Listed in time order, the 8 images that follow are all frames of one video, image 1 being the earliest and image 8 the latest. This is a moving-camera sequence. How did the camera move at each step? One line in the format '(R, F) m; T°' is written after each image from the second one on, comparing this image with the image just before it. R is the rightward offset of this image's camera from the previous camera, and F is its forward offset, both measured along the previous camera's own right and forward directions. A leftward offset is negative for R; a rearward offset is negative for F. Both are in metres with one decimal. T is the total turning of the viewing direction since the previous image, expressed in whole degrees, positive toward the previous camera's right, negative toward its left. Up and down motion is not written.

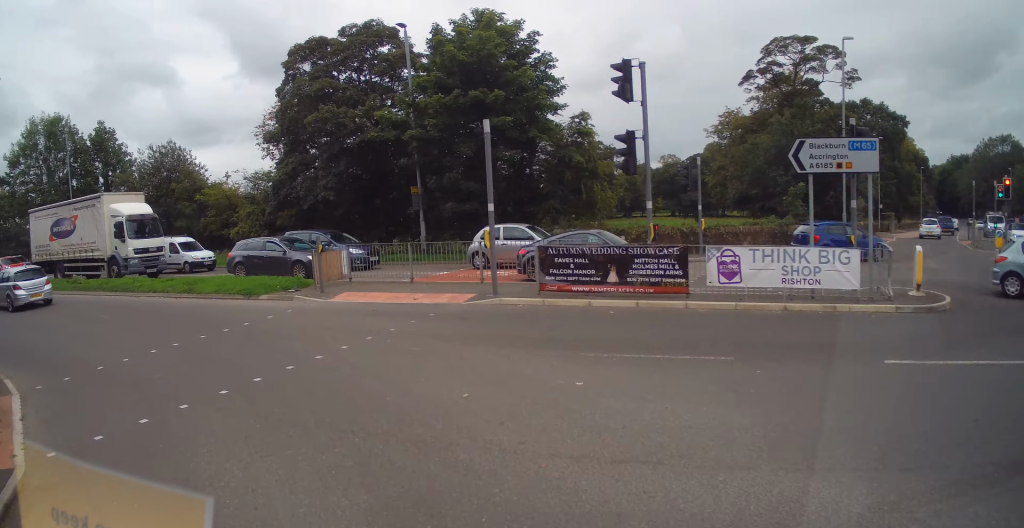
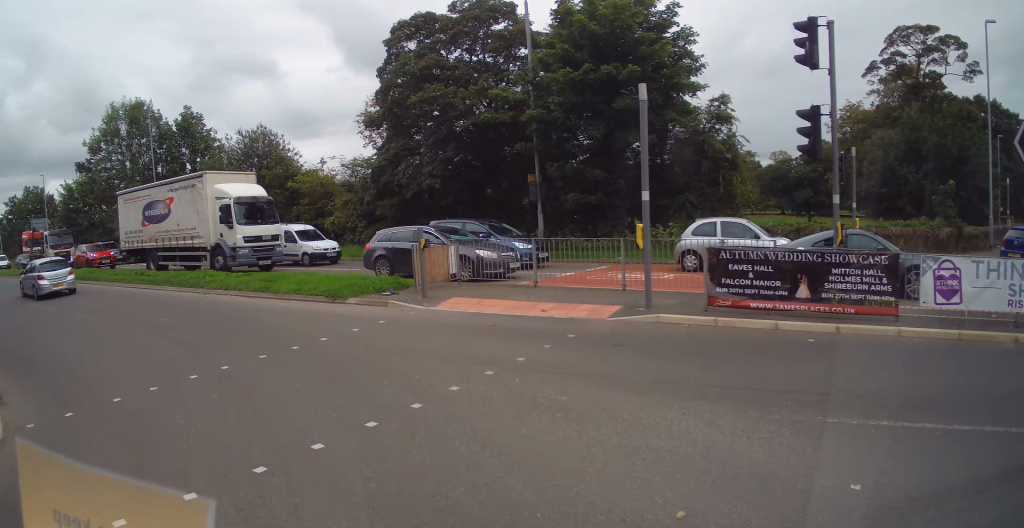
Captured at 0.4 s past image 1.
(+0.1, +3.1) m; -9°
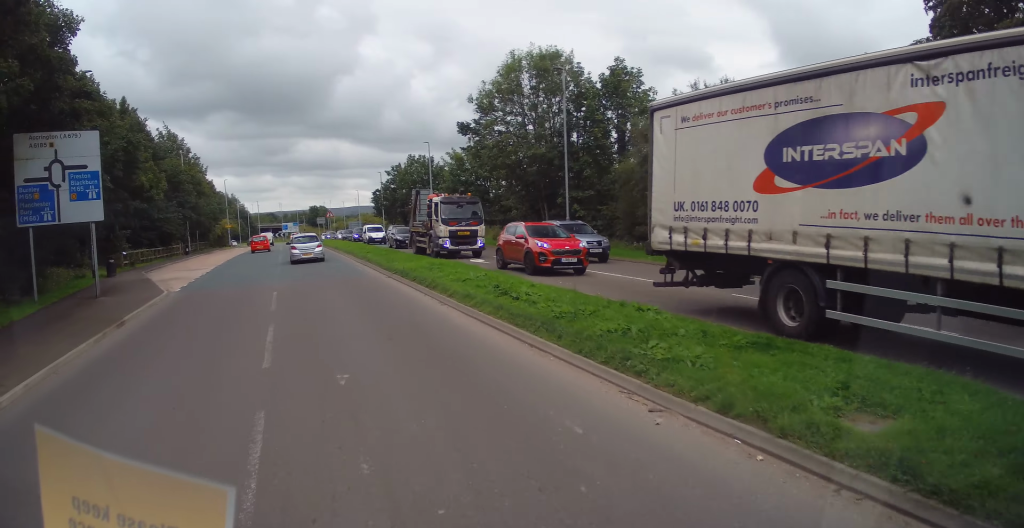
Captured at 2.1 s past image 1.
(-3.7, +11.3) m; -28°
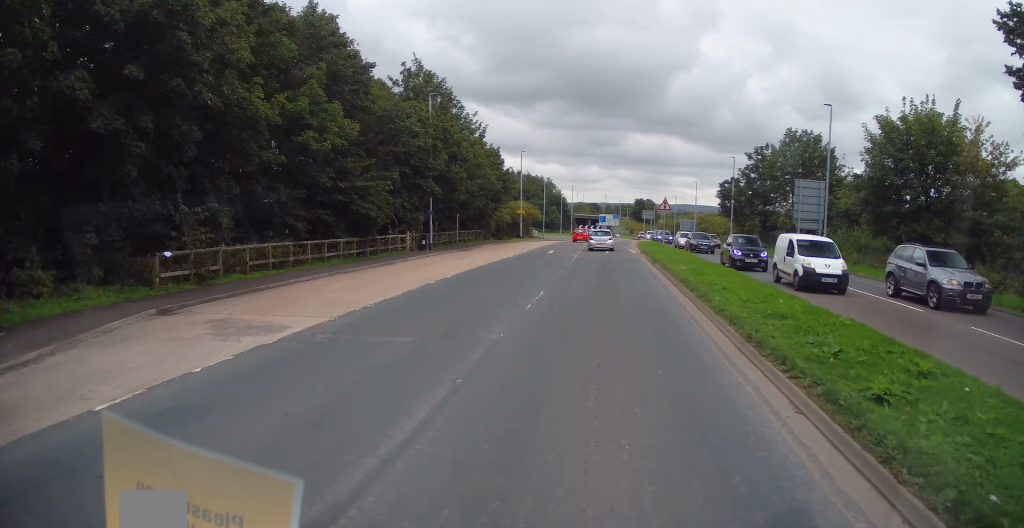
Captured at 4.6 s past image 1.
(-5.3, +25.5) m; -16°
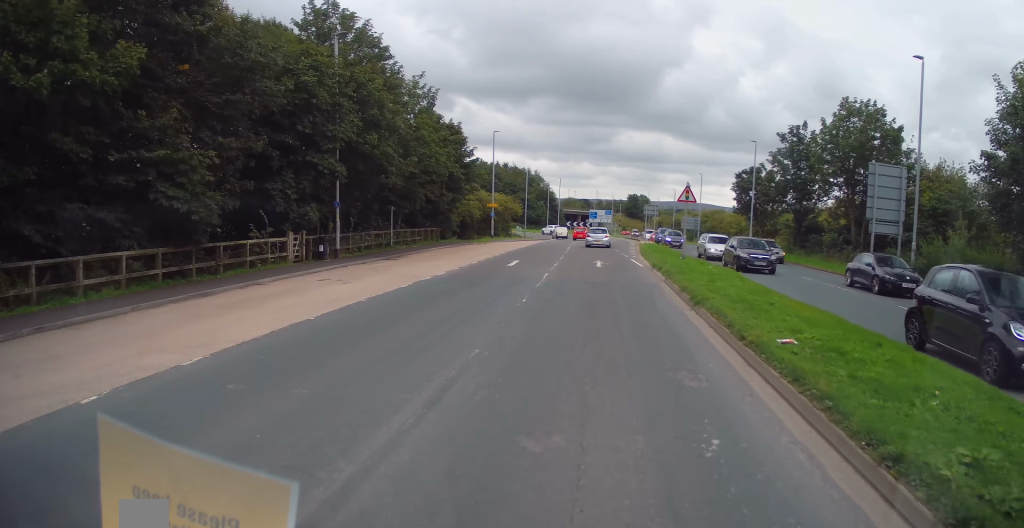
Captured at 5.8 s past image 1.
(0.0, +13.9) m; 0°
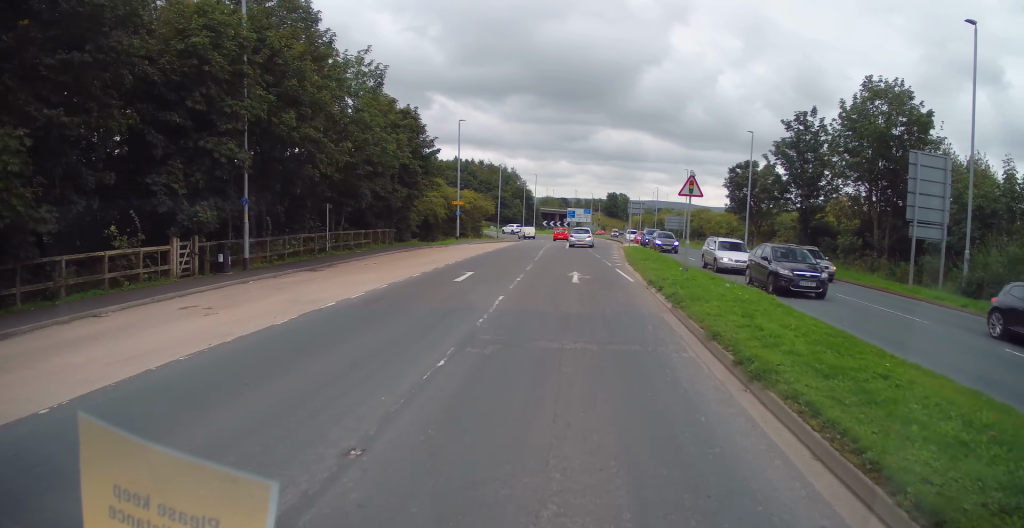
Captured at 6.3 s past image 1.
(0.0, +6.2) m; 0°
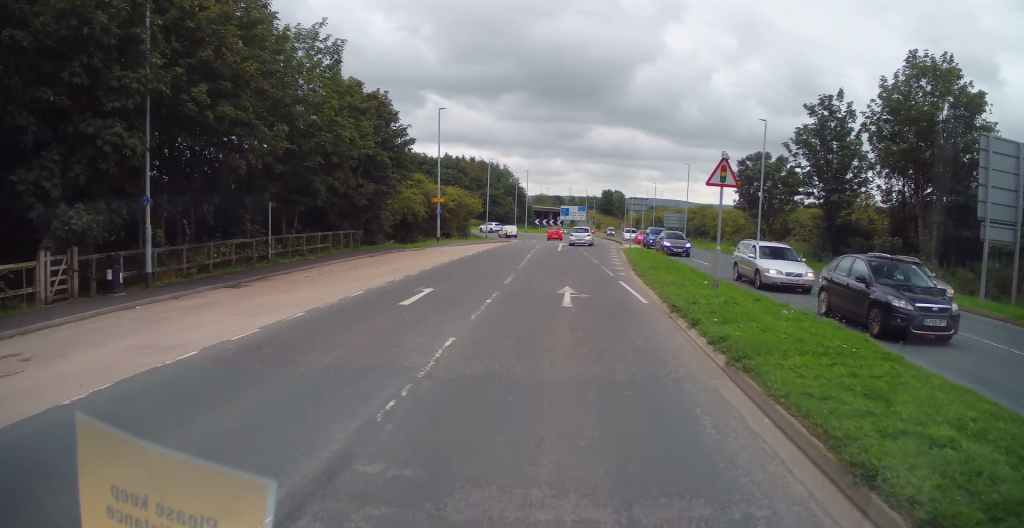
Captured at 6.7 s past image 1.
(0.0, +5.5) m; 0°
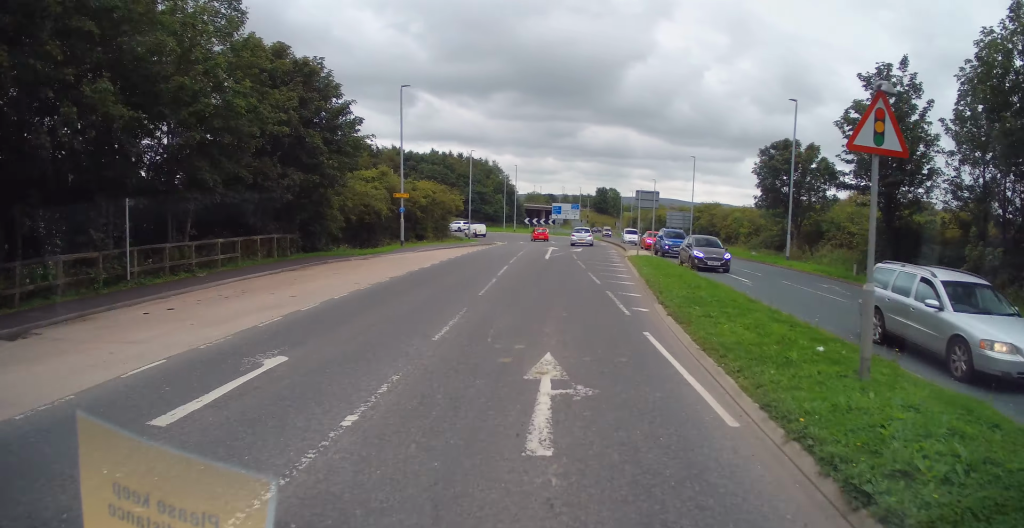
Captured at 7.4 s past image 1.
(-0.1, +8.5) m; +1°
